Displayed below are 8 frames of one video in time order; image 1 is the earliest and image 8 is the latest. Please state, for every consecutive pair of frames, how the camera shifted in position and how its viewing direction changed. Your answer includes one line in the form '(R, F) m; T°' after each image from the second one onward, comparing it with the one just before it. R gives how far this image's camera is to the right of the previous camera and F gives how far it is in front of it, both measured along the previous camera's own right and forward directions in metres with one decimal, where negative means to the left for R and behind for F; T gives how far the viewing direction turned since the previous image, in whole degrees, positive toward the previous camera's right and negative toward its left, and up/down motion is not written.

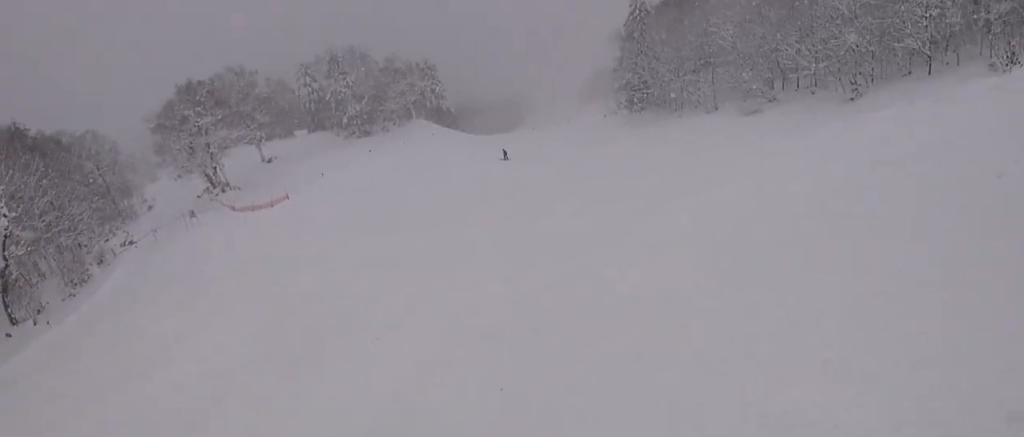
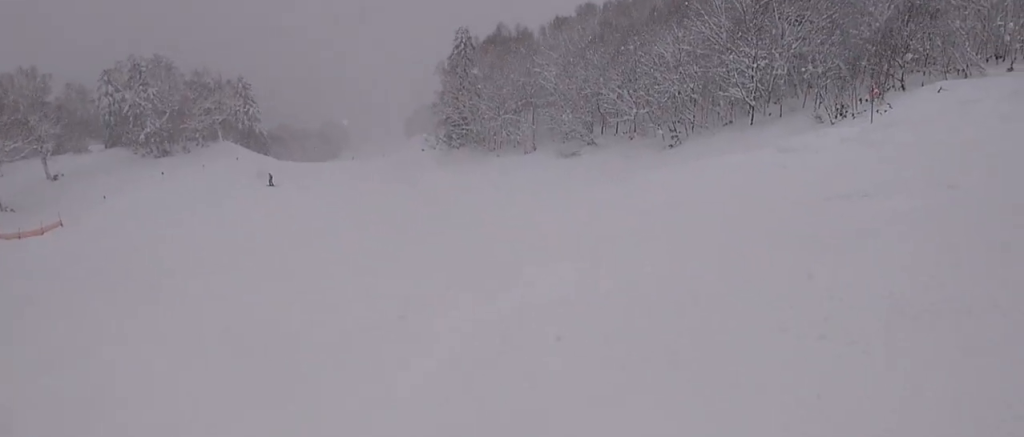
(+1.8, +3.8) m; +25°
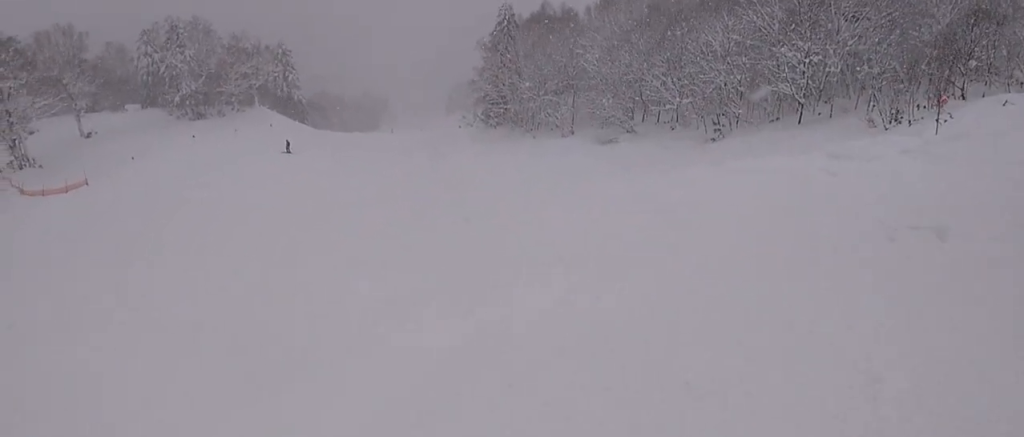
(+0.1, +1.9) m; -7°
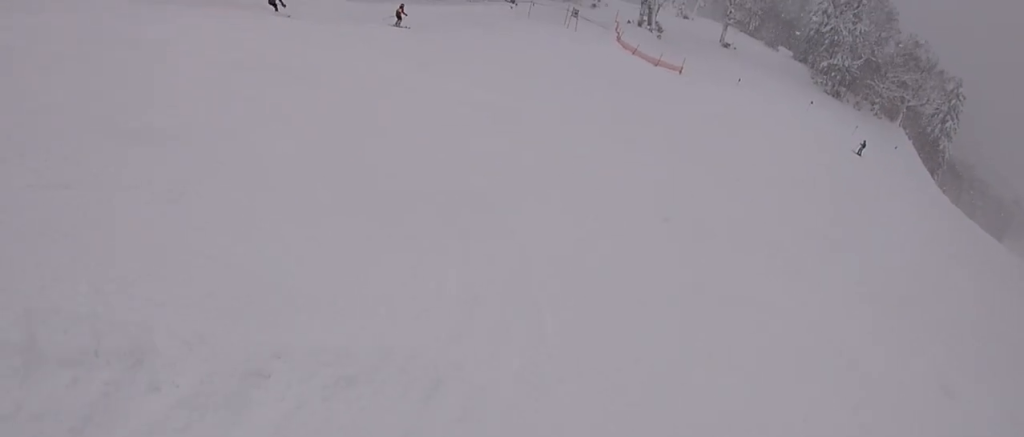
(-5.1, +5.5) m; -76°
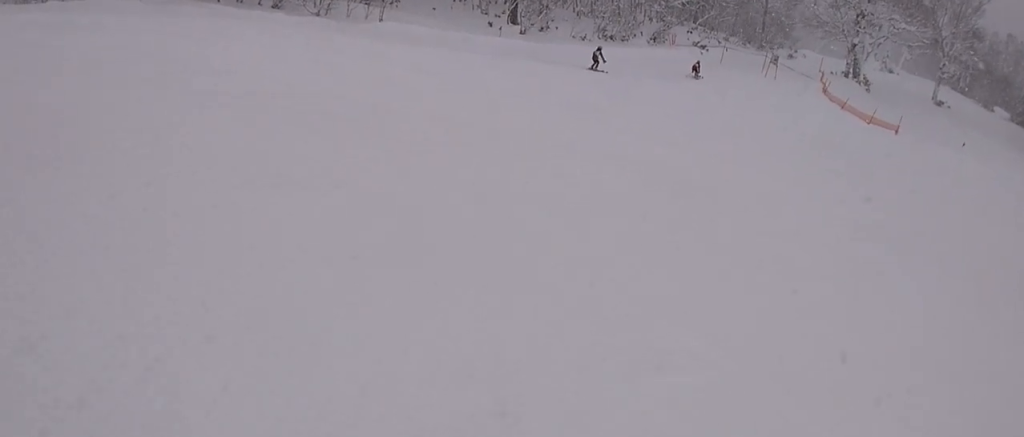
(-0.5, +4.3) m; 0°
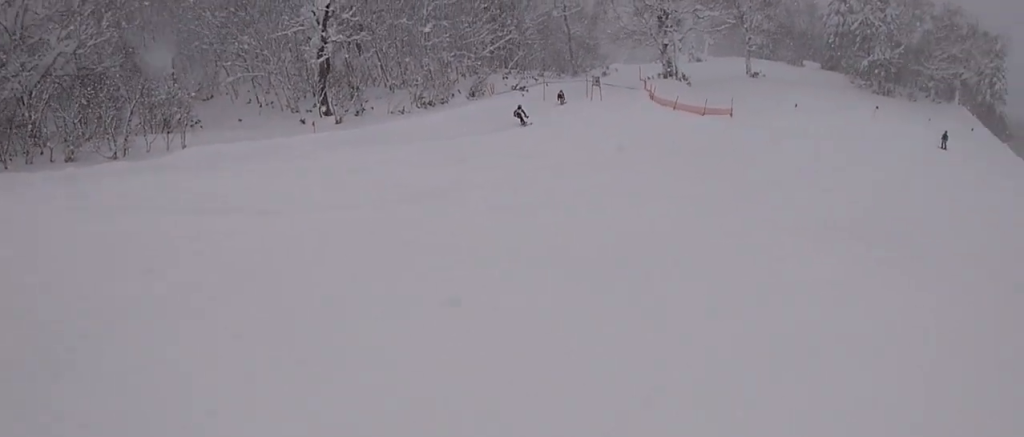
(-0.4, +3.3) m; +19°
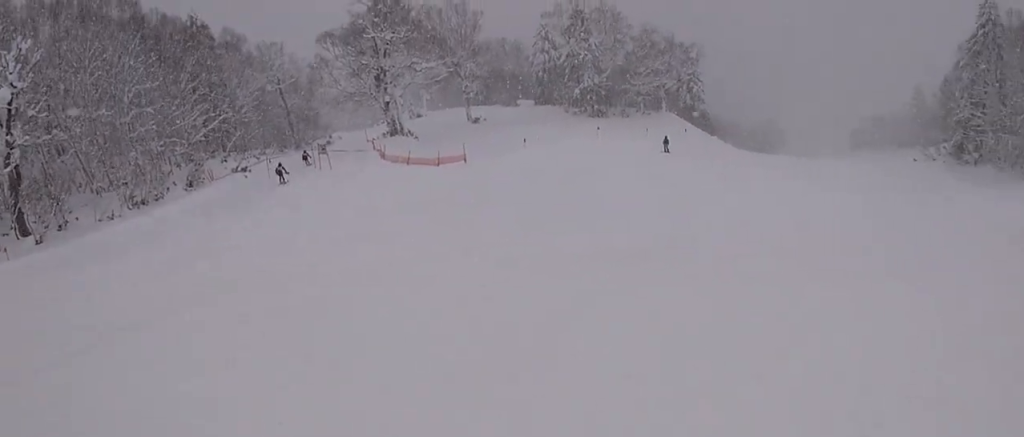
(+1.3, +3.0) m; +20°
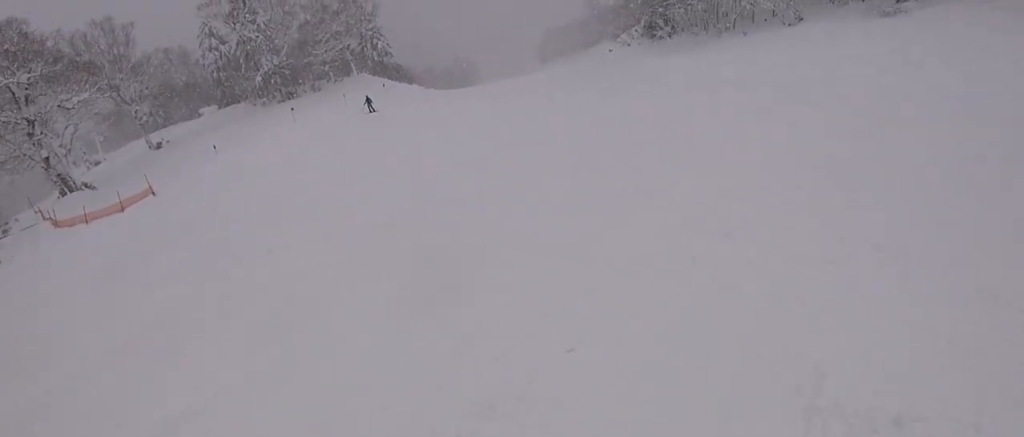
(+0.7, +4.0) m; +15°
